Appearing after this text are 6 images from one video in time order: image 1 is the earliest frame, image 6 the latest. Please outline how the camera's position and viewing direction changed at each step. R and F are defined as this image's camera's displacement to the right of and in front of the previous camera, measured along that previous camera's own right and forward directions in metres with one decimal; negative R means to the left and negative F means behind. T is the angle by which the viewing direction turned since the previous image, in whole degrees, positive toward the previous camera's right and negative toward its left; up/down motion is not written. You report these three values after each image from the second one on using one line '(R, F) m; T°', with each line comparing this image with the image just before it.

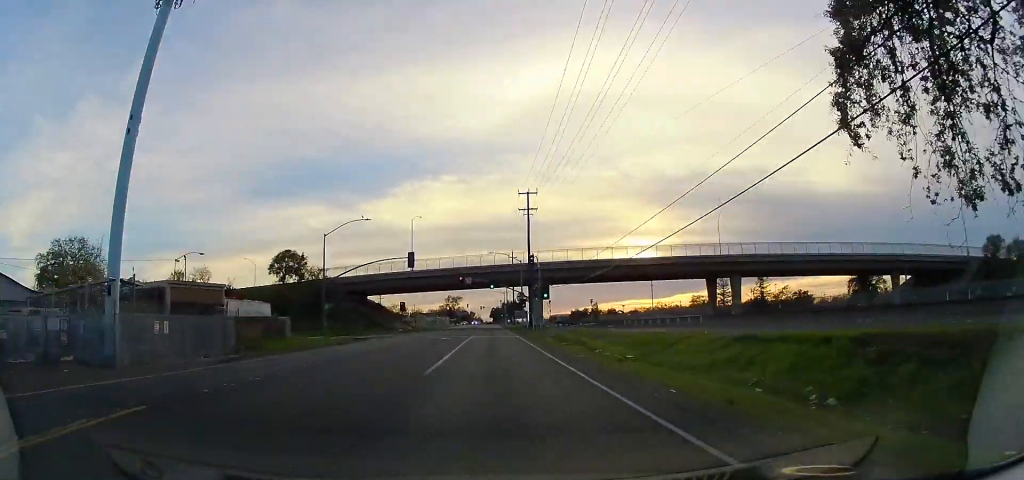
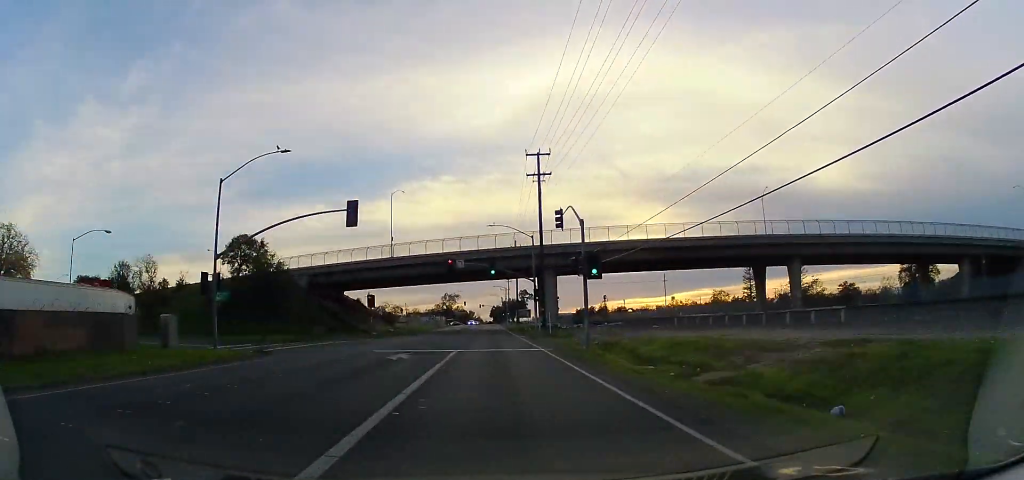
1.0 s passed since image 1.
(0.0, +19.7) m; -1°
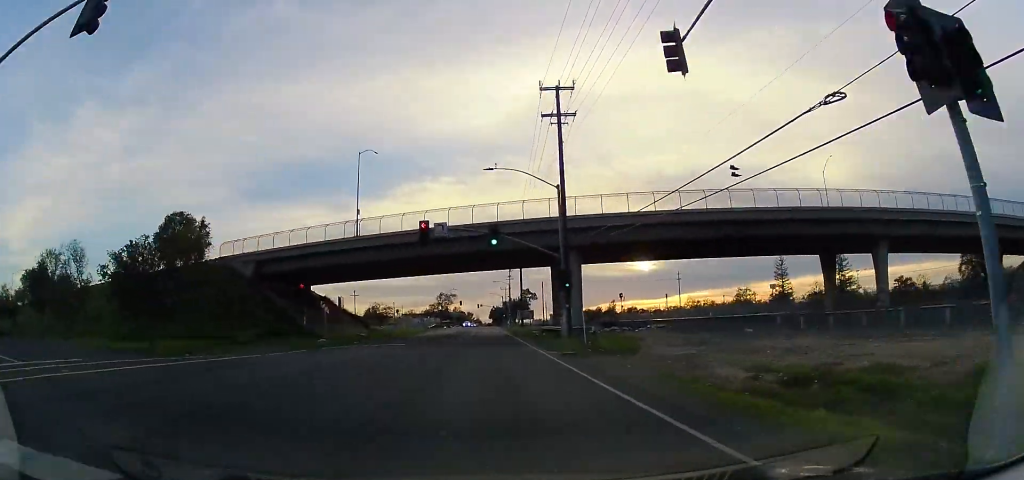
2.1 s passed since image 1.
(-0.3, +19.7) m; 0°
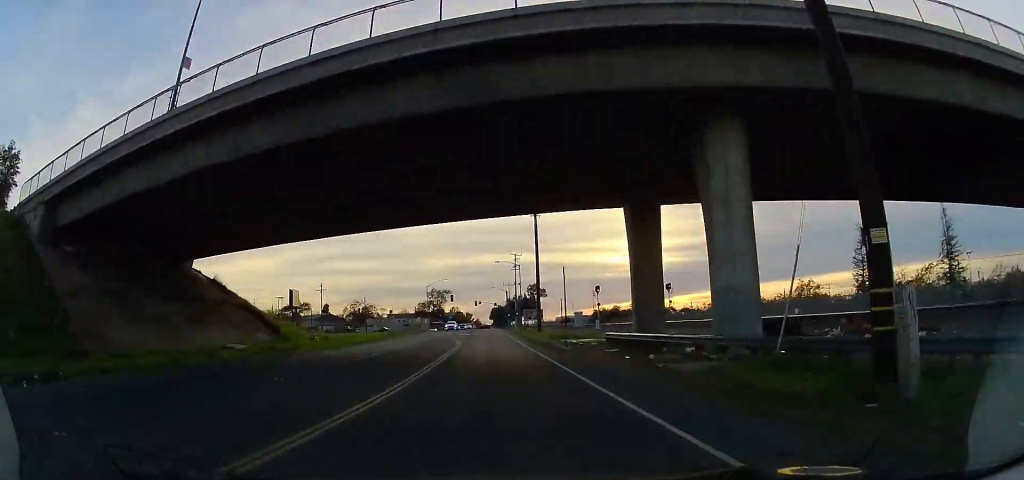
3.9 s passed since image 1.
(+1.1, +35.5) m; +3°
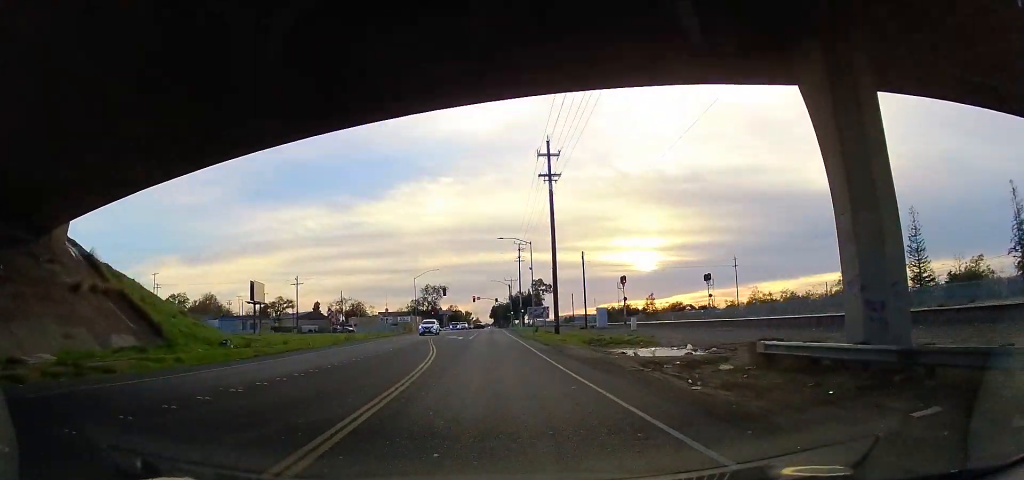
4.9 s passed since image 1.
(+0.1, +18.2) m; -1°
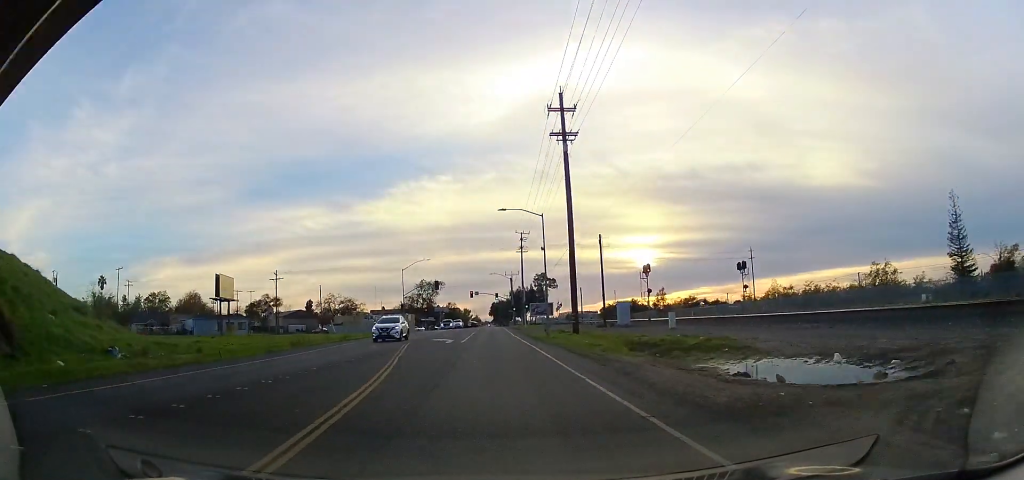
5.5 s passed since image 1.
(-0.2, +11.9) m; -1°
